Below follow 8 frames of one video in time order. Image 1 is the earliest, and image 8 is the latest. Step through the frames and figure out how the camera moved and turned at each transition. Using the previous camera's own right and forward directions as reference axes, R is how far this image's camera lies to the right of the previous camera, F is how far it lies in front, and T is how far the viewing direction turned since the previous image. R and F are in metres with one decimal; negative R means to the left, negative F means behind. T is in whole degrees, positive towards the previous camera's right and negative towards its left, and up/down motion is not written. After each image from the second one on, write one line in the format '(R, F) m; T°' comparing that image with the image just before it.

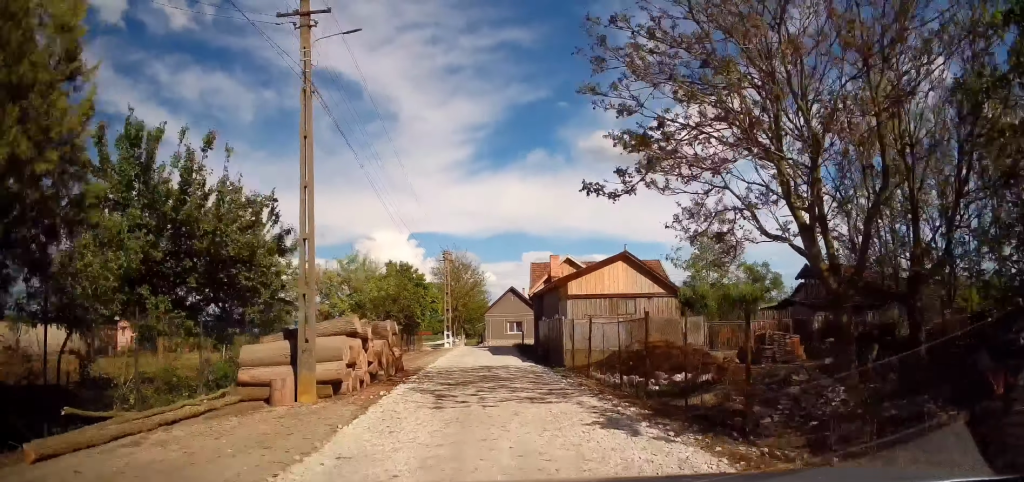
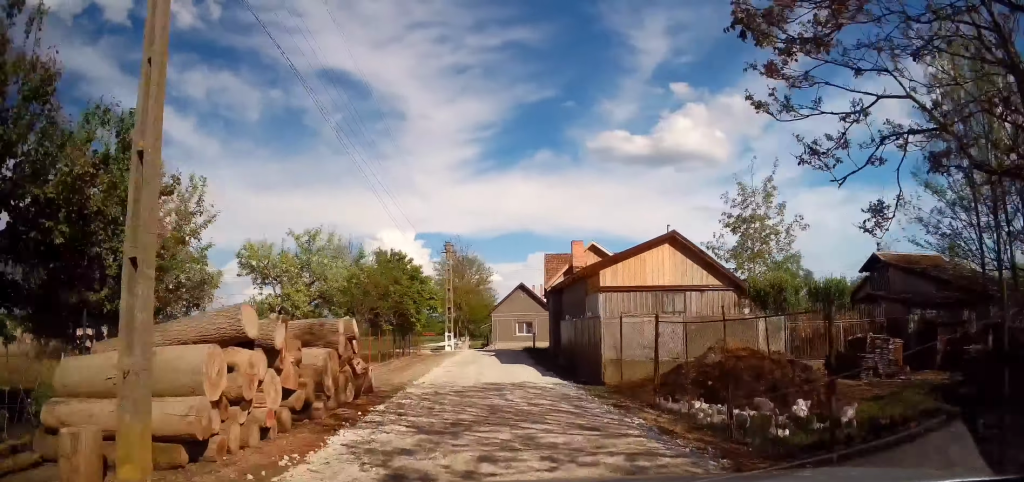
(-0.4, +5.8) m; -3°
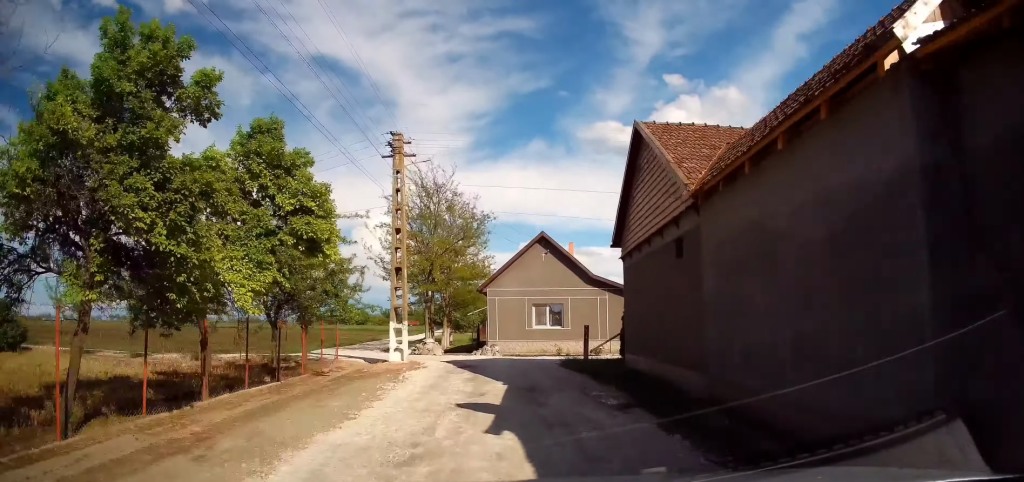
(-0.3, +22.6) m; 0°
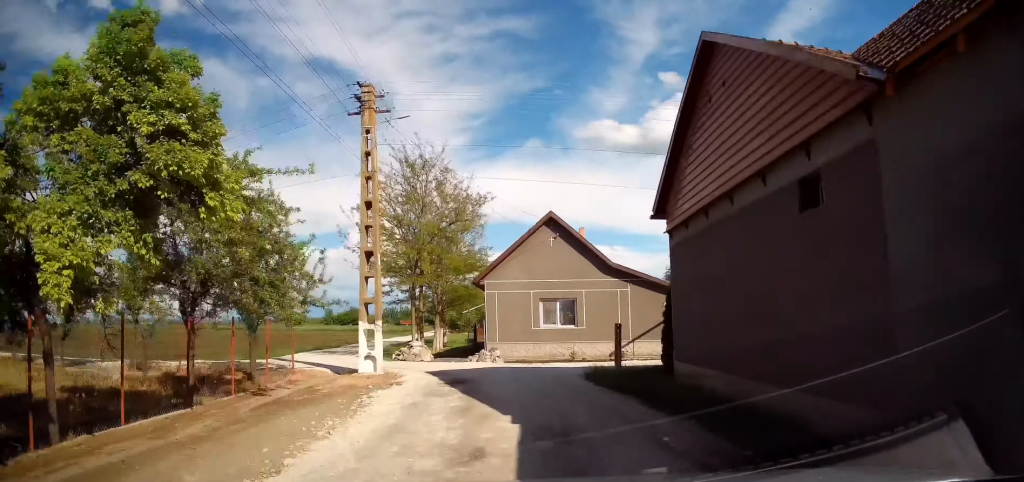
(+0.1, +4.5) m; +2°
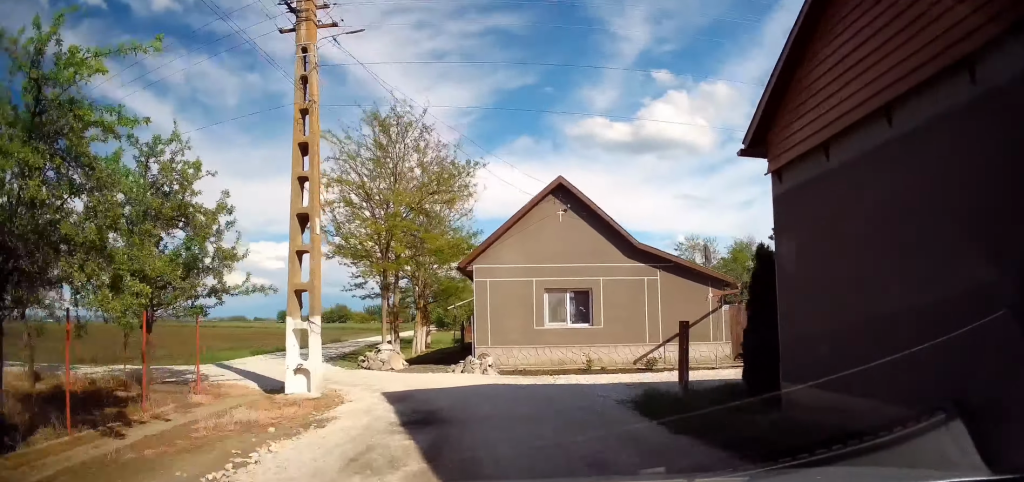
(+0.2, +4.8) m; +2°
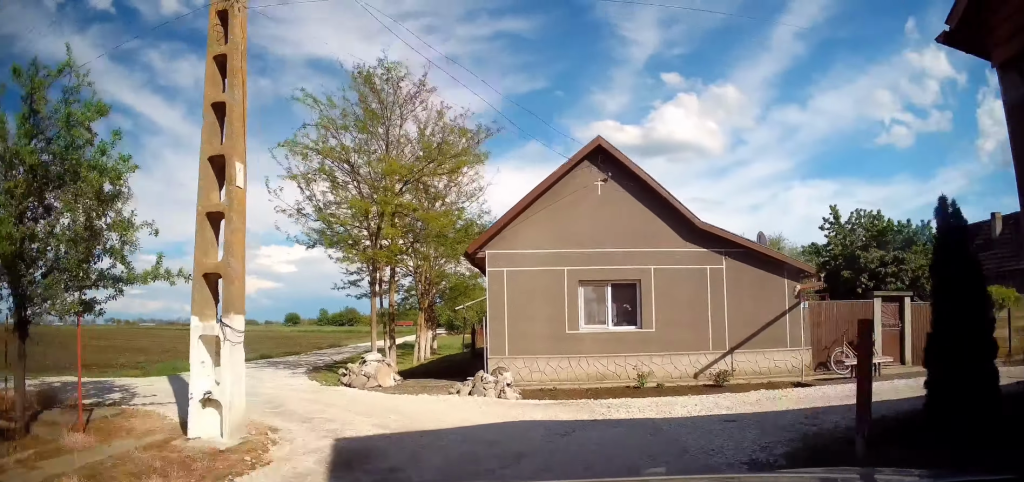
(-0.1, +4.1) m; -1°
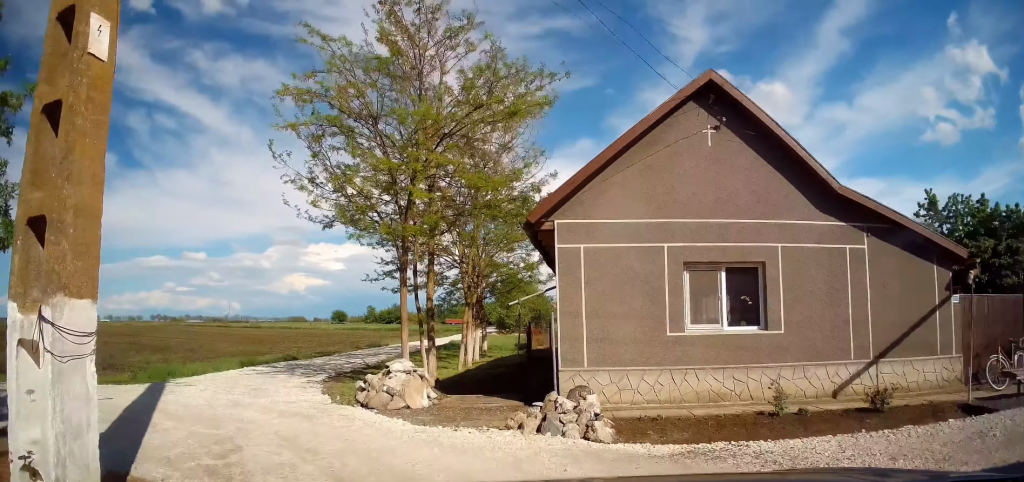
(0.0, +4.3) m; -11°
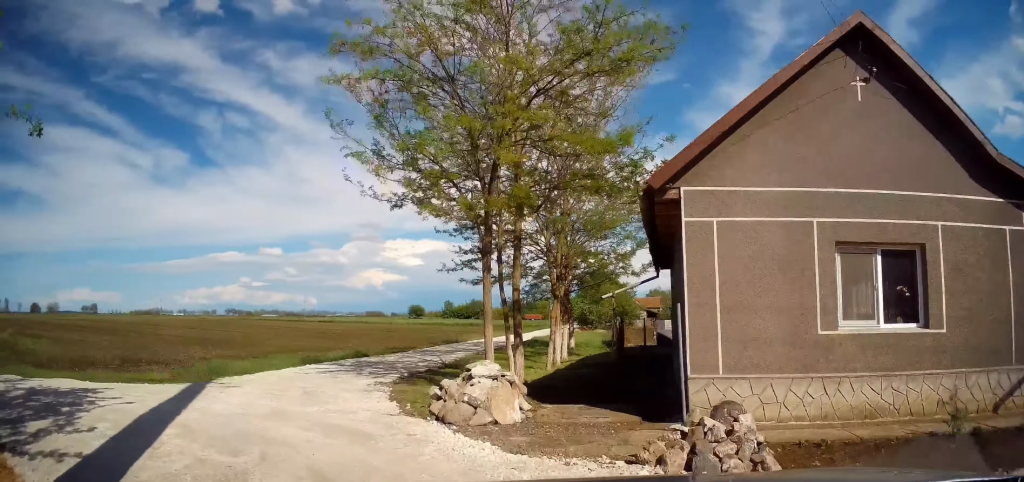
(-0.5, +2.4) m; -10°
